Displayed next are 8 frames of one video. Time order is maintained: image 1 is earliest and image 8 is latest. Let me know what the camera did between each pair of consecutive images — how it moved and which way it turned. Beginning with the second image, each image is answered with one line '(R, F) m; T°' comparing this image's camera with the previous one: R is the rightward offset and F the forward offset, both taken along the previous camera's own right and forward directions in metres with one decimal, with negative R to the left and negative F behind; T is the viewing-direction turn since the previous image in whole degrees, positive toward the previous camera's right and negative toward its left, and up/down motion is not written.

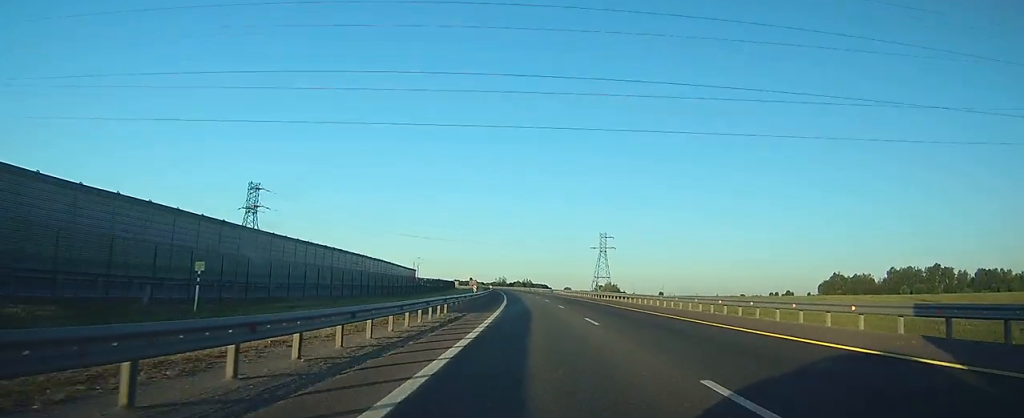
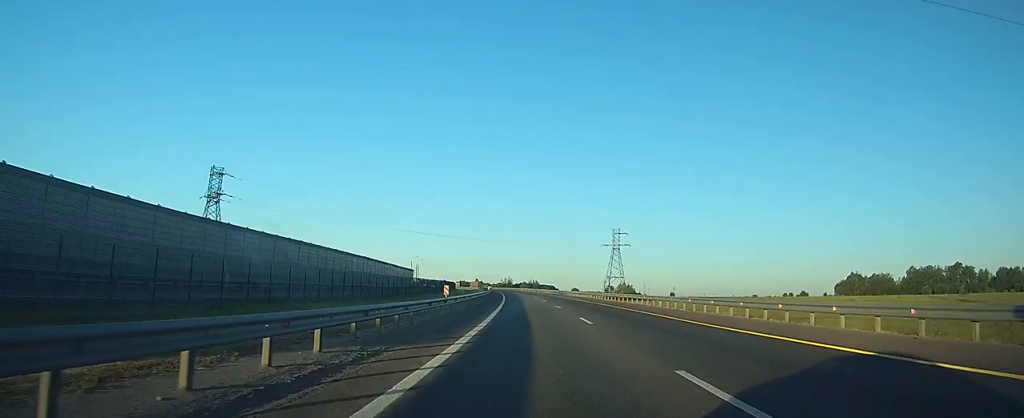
(-0.2, +14.9) m; -1°
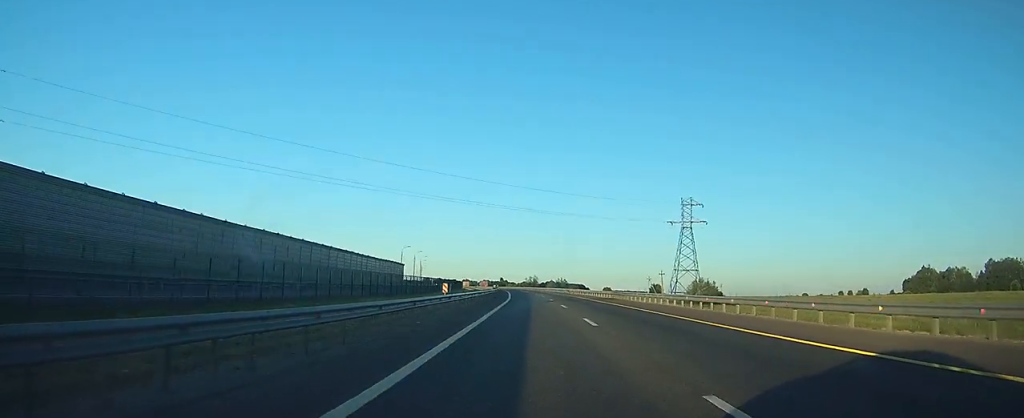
(-0.9, +49.9) m; -2°
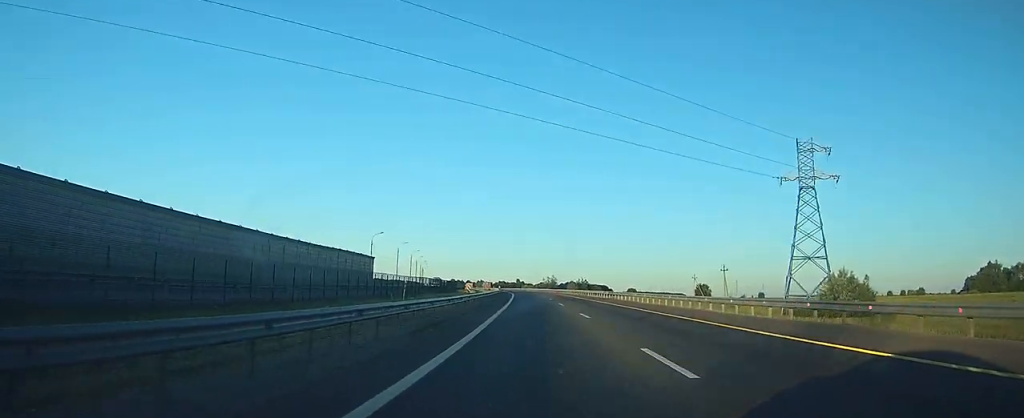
(-0.9, +42.3) m; -2°
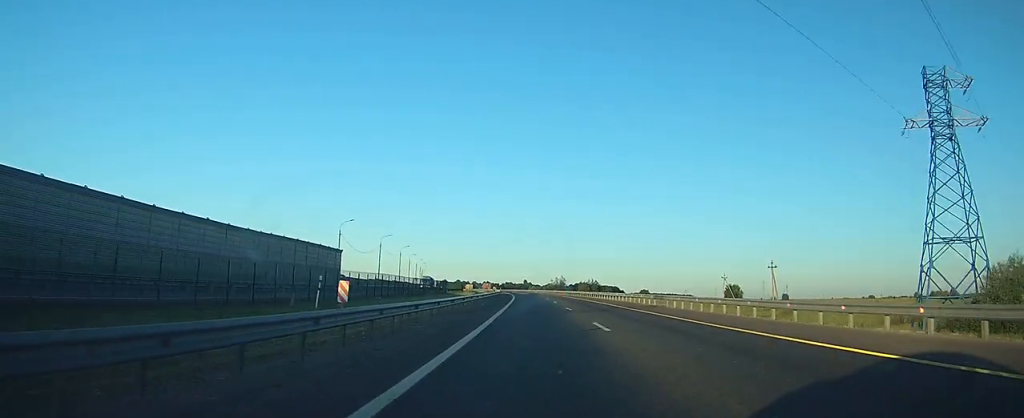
(-0.2, +22.4) m; -1°
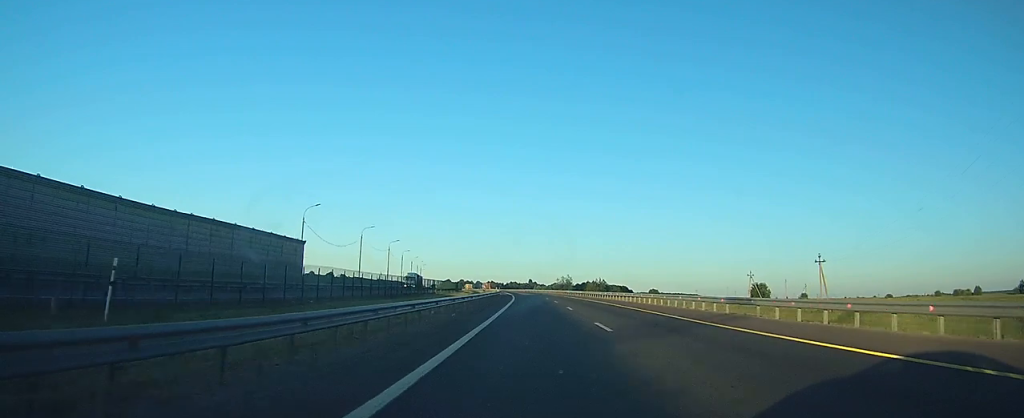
(-0.1, +16.4) m; -1°
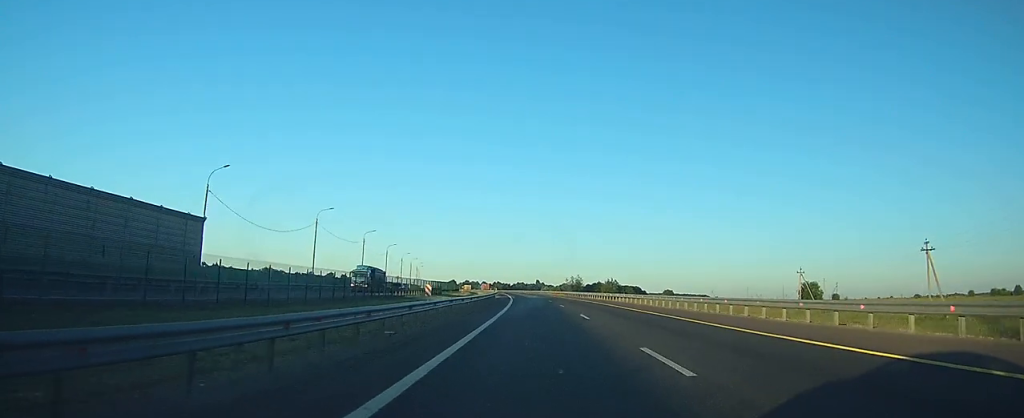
(-0.2, +24.8) m; -1°
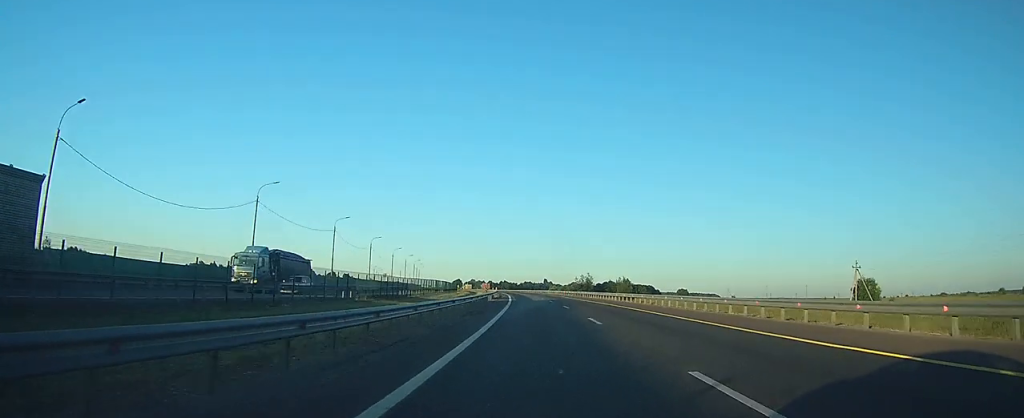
(-0.1, +19.8) m; -1°
